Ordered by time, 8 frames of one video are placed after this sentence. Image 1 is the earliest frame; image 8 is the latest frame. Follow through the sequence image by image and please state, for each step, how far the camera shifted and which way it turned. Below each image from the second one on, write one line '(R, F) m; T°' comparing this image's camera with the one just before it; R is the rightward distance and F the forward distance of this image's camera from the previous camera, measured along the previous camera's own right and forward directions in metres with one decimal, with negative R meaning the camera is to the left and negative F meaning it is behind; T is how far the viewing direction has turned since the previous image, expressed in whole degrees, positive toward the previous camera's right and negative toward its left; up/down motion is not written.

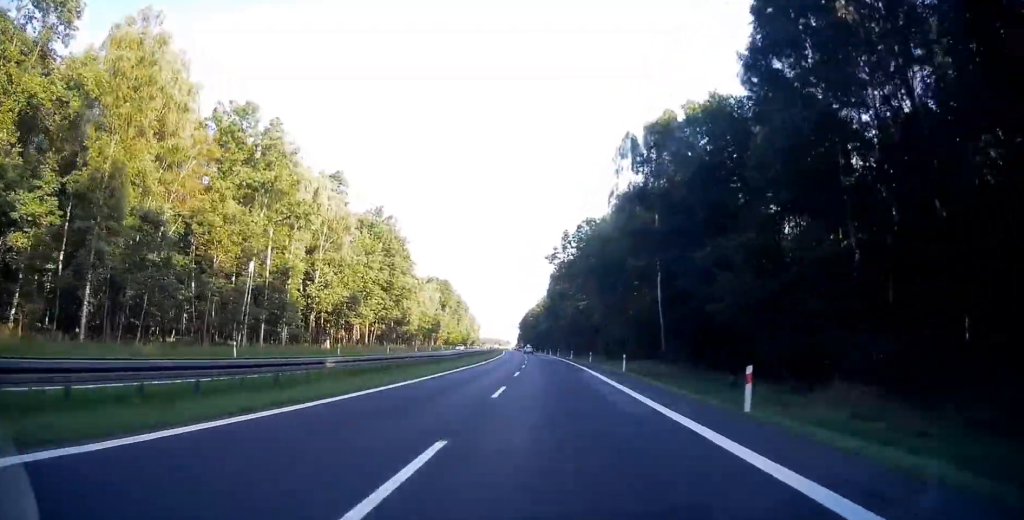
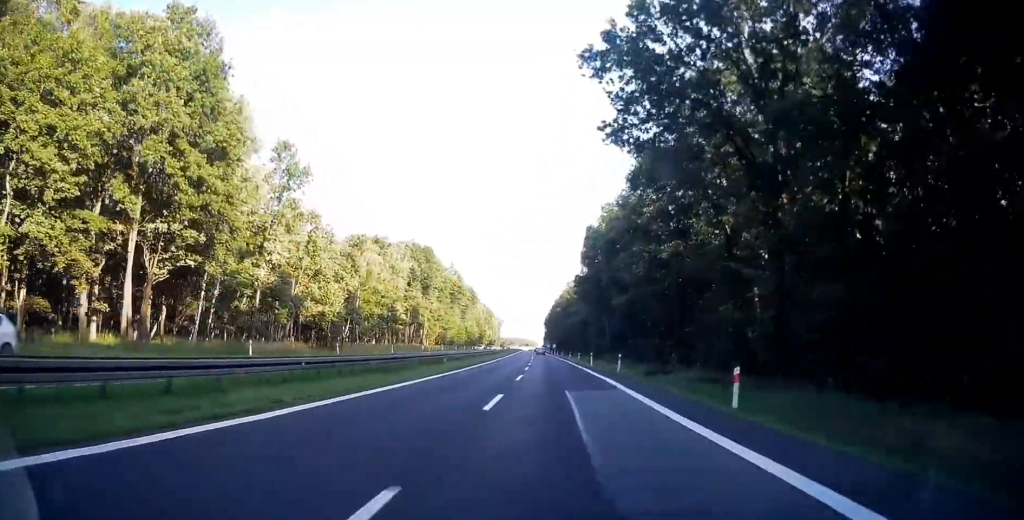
(-1.9, +63.1) m; -3°
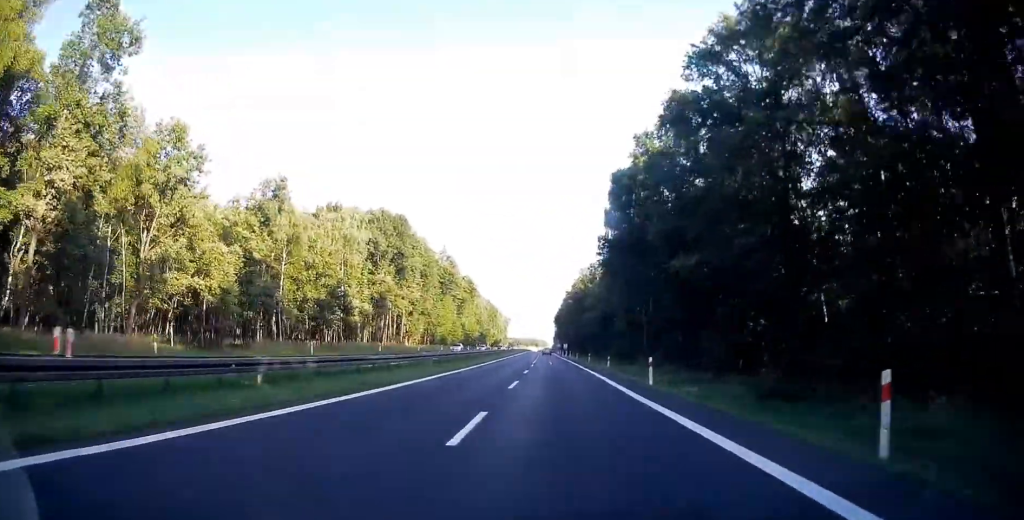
(-0.3, +28.8) m; -2°
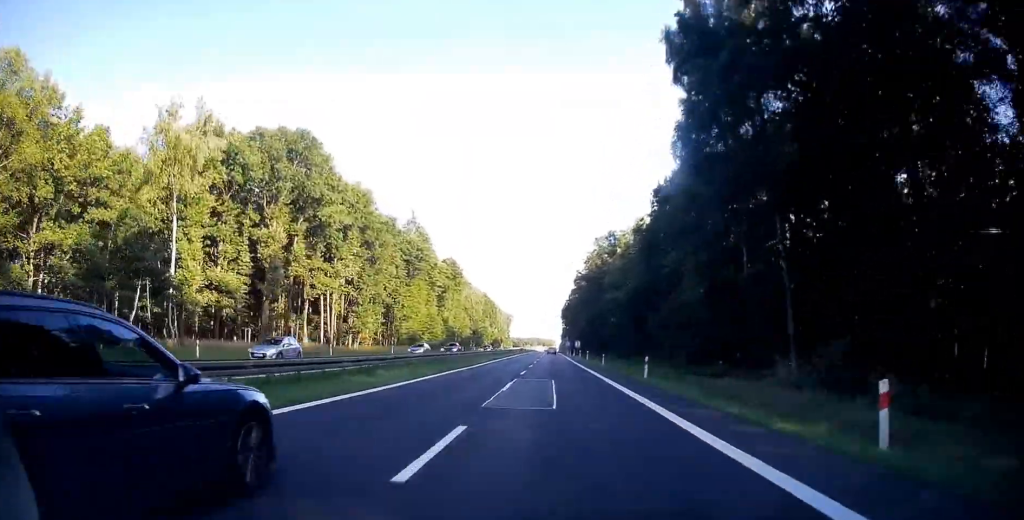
(-0.7, +37.8) m; -1°
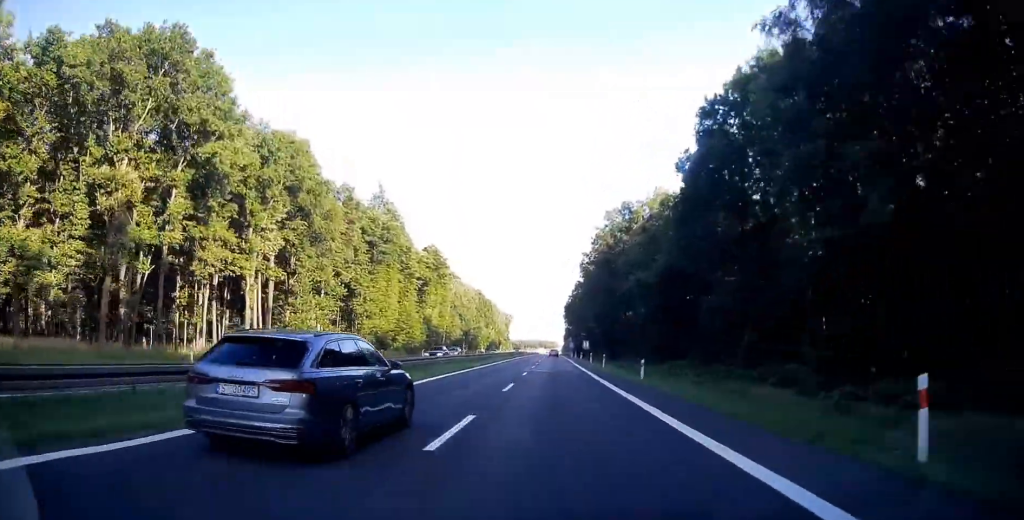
(-0.1, +21.6) m; 0°
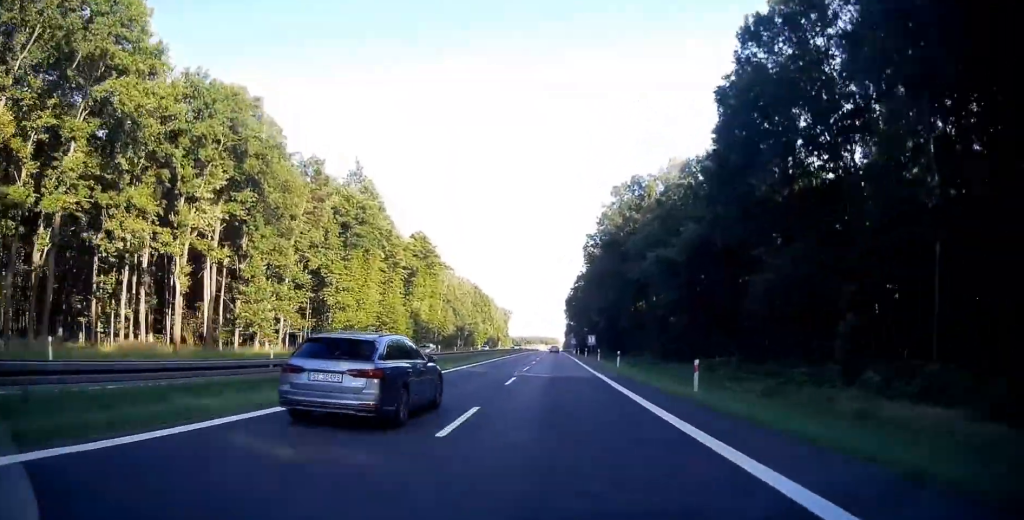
(0.0, +10.8) m; 0°
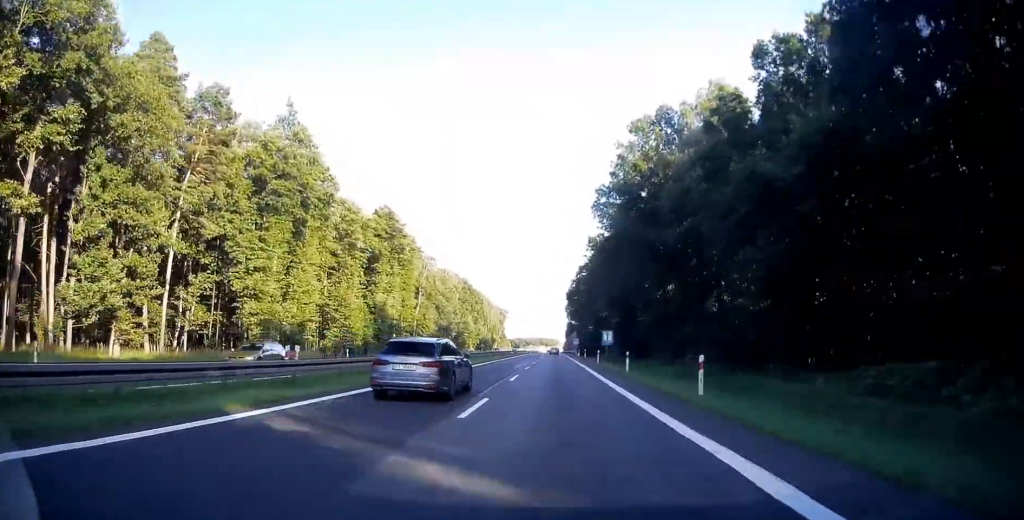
(-0.1, +21.6) m; -1°
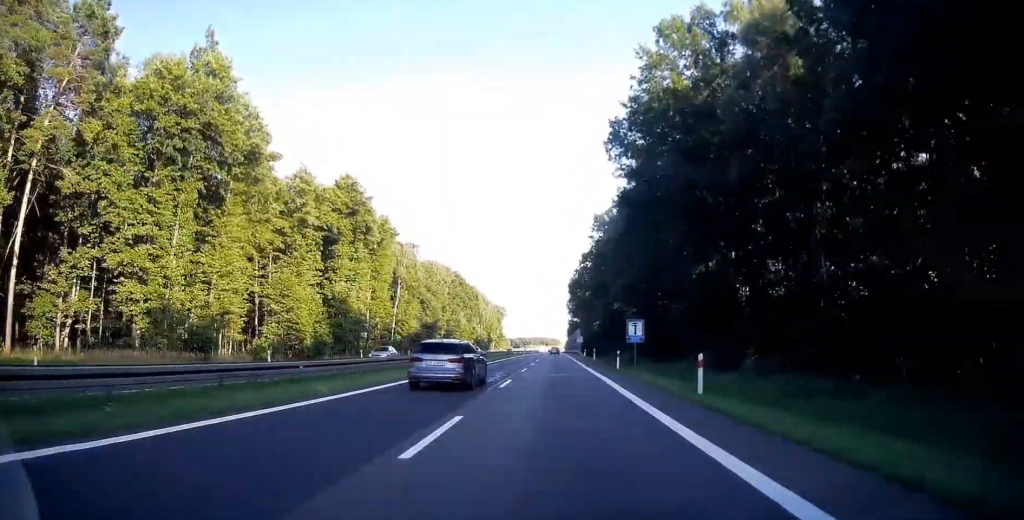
(-0.1, +16.1) m; 0°
